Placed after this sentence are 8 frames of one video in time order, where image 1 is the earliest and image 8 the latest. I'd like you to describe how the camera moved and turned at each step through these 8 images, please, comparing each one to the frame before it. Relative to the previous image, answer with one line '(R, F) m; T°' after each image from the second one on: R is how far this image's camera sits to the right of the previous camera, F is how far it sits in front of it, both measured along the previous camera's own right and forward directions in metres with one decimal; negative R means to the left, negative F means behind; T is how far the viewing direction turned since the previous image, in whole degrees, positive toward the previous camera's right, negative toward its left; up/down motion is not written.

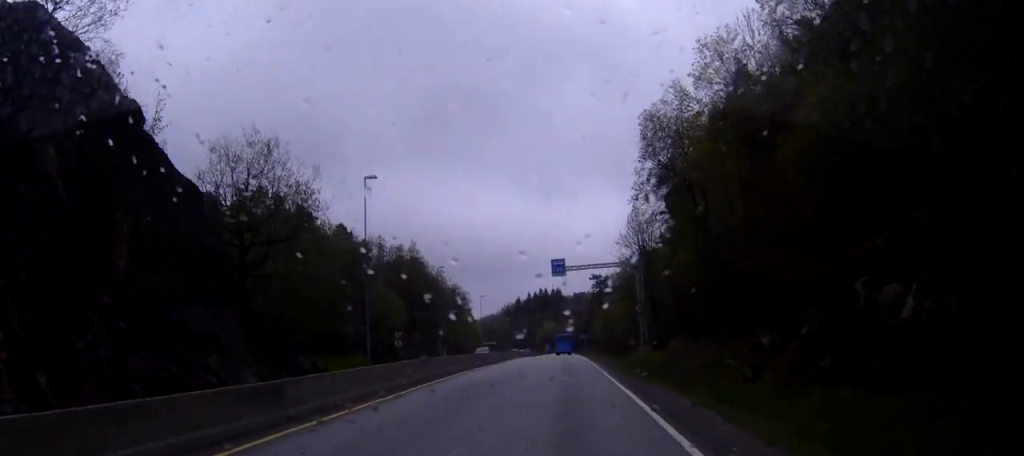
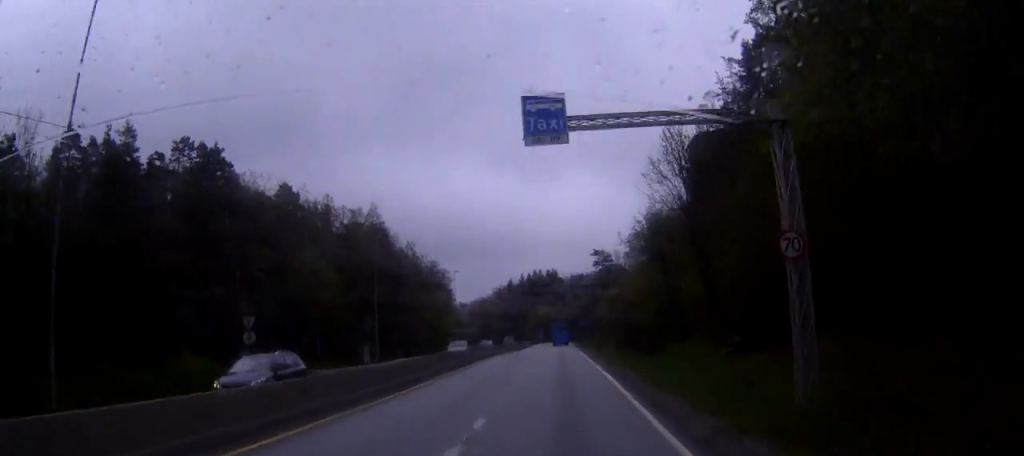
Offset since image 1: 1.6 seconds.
(+0.3, +29.5) m; +1°
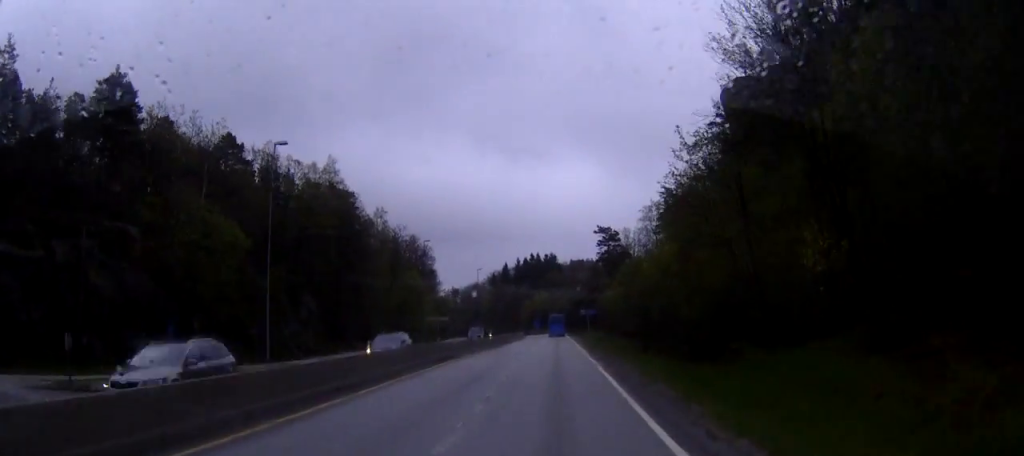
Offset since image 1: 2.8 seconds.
(0.0, +23.0) m; +1°
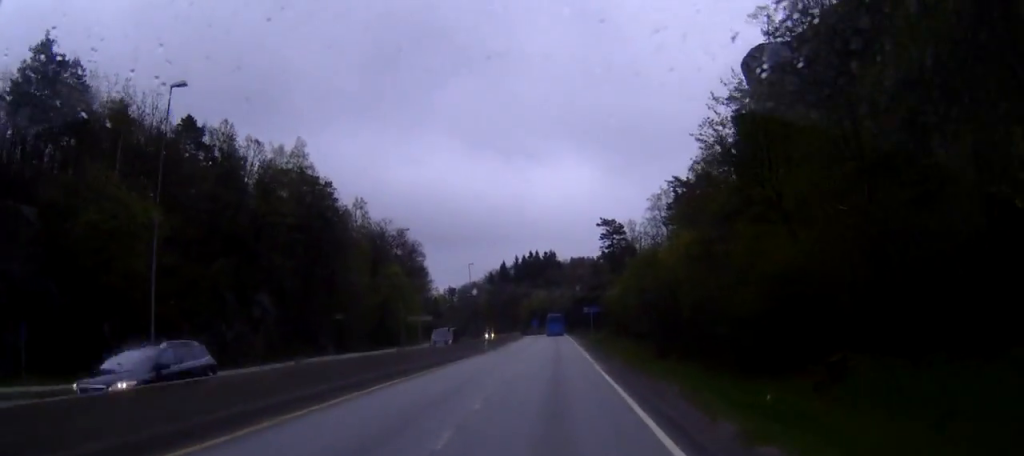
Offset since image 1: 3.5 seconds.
(+0.1, +11.9) m; 0°
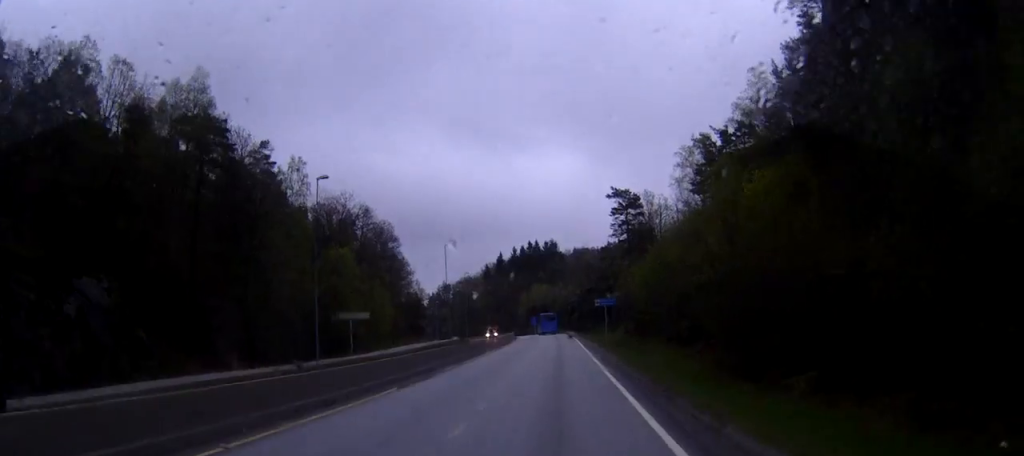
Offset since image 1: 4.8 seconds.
(-0.2, +25.9) m; 0°
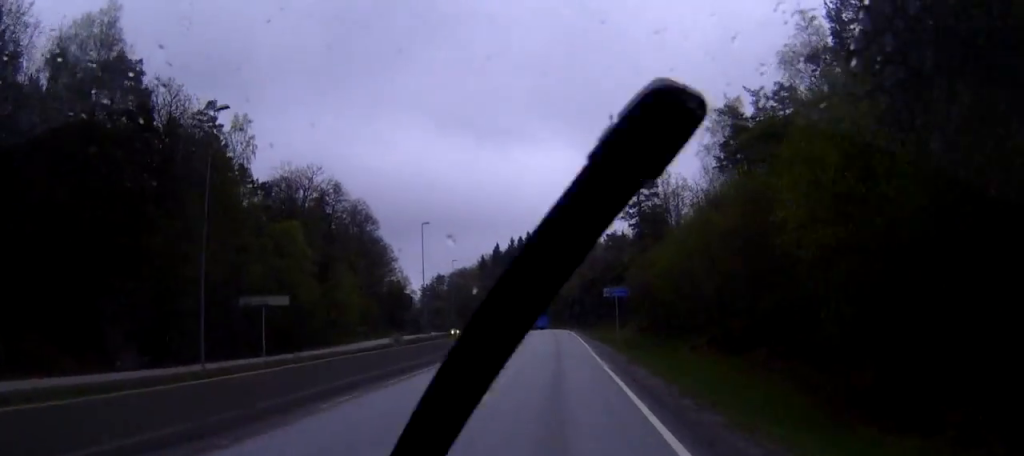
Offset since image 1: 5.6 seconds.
(0.0, +15.2) m; 0°
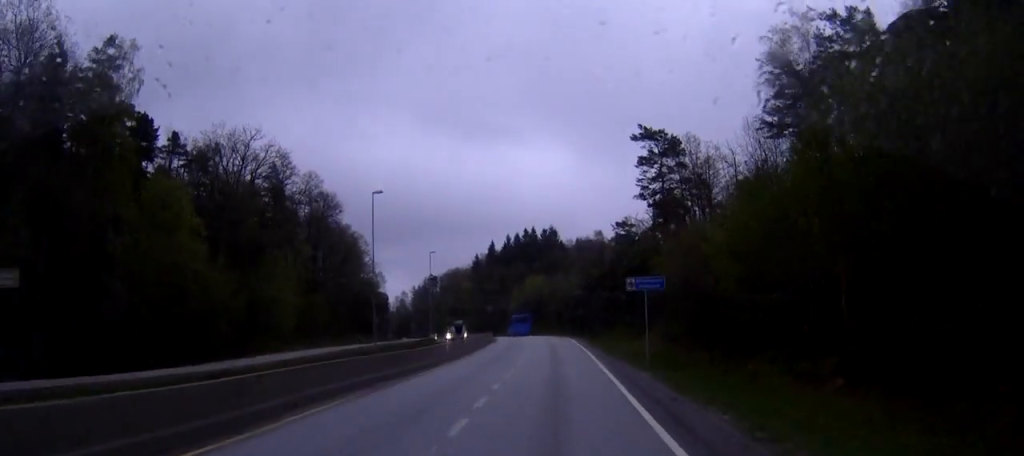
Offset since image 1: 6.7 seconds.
(-0.2, +19.7) m; -3°
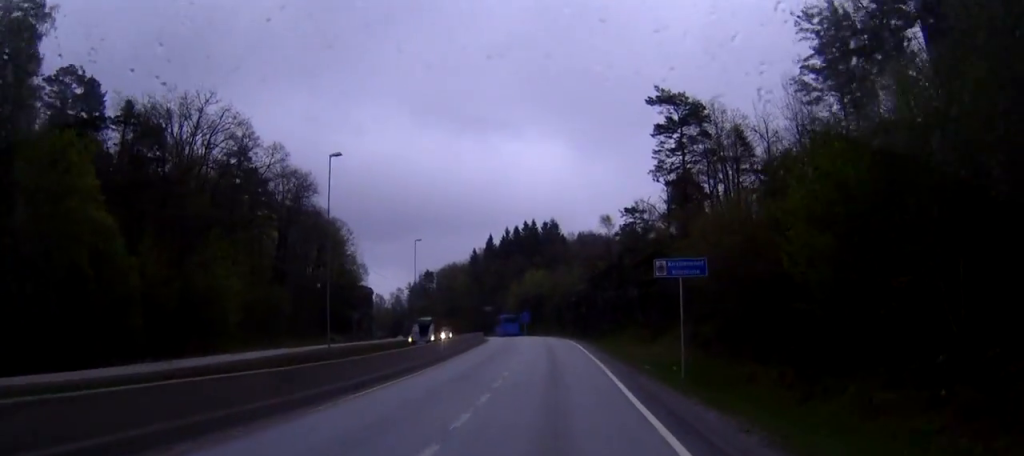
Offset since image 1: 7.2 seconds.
(-0.1, +10.9) m; -3°
